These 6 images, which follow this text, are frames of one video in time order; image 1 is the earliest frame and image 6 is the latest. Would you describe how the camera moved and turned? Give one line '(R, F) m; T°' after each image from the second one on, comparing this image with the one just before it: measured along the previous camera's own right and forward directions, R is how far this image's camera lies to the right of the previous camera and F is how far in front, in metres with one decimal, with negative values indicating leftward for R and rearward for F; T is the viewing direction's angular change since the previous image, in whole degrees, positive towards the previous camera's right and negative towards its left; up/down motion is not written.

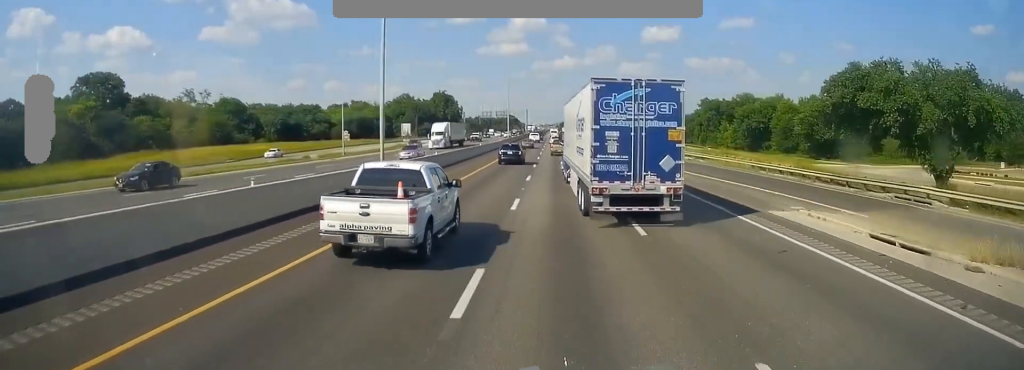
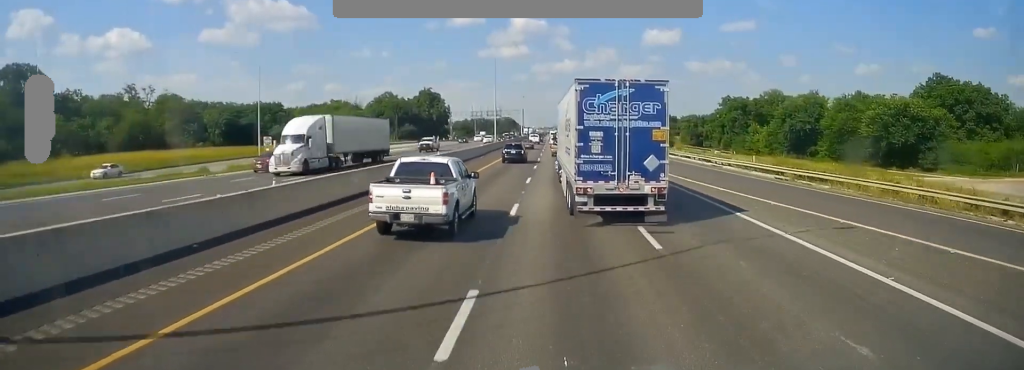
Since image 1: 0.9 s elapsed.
(+0.2, +26.5) m; 0°
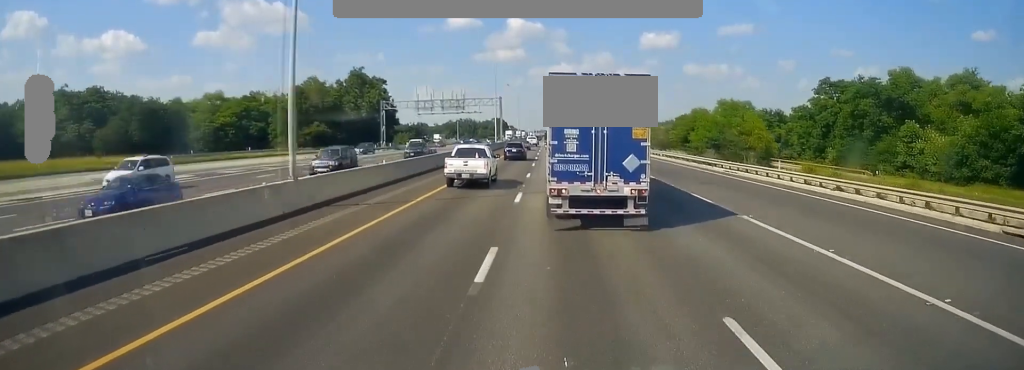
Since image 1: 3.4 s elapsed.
(0.0, +75.0) m; 0°
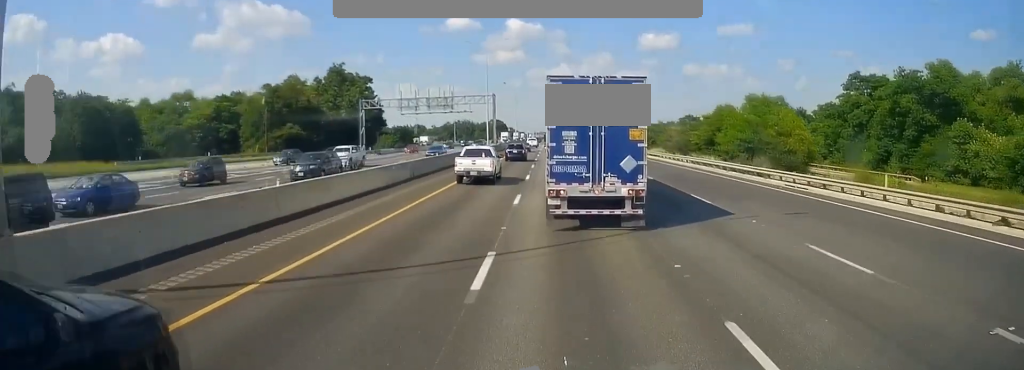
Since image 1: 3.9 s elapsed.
(0.0, +13.9) m; 0°
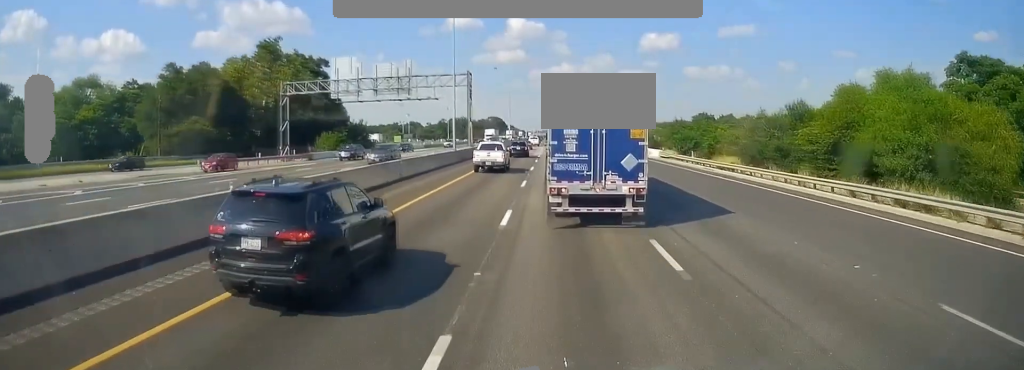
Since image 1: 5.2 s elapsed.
(-0.1, +32.6) m; 0°
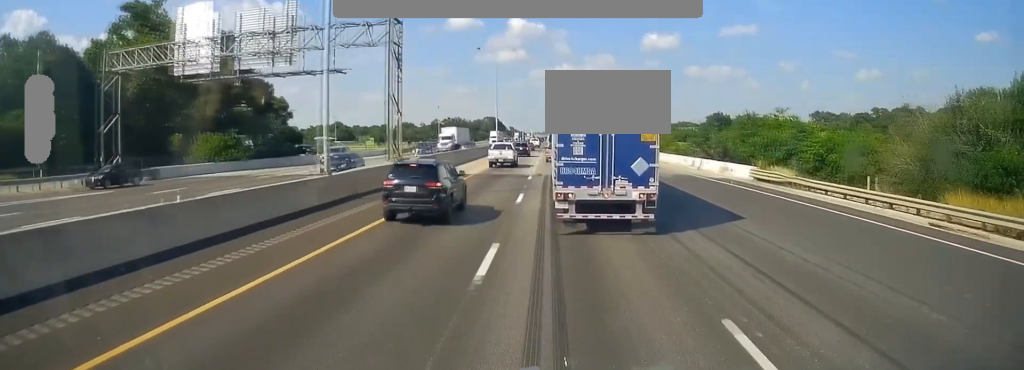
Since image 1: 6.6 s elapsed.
(-0.1, +33.8) m; 0°
